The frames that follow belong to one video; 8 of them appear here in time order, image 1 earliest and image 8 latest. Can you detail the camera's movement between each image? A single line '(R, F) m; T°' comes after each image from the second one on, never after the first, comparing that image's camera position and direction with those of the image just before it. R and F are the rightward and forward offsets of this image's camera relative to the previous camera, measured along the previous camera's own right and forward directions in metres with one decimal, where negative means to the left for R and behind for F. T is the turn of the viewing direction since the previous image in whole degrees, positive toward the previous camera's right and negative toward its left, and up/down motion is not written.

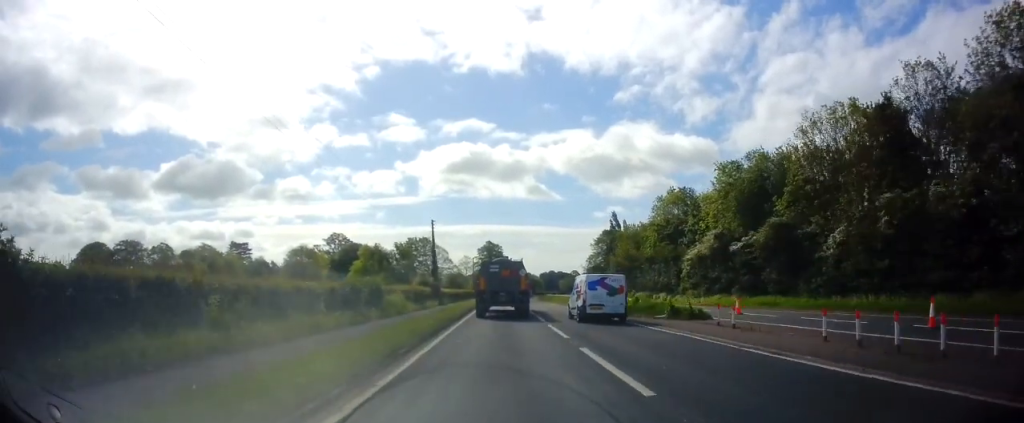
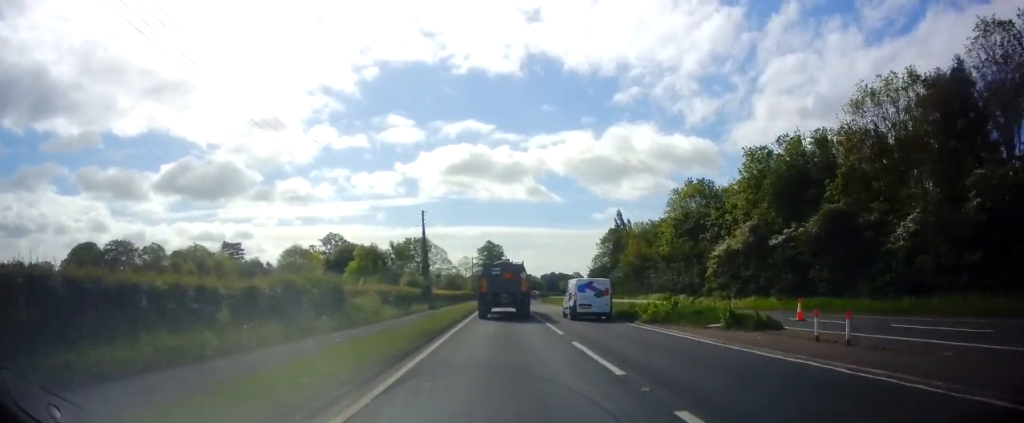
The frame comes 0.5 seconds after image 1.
(+0.1, +6.8) m; +1°
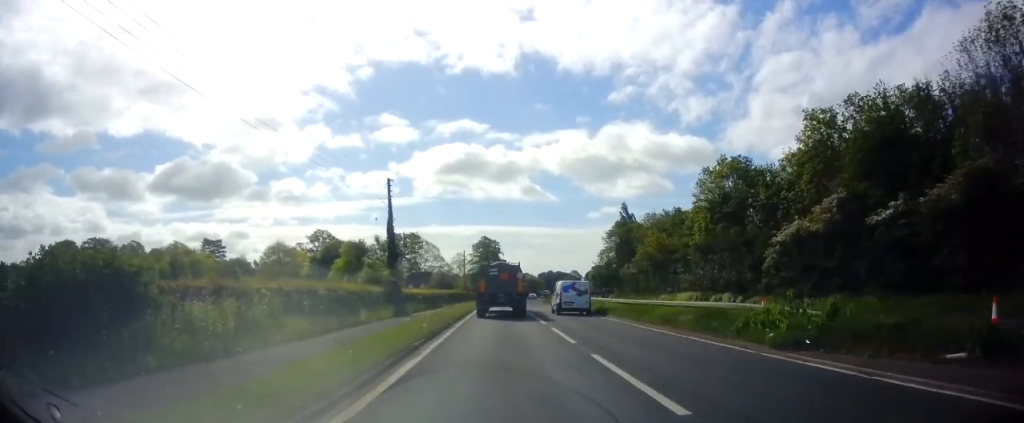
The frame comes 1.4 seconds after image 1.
(+0.1, +11.8) m; 0°
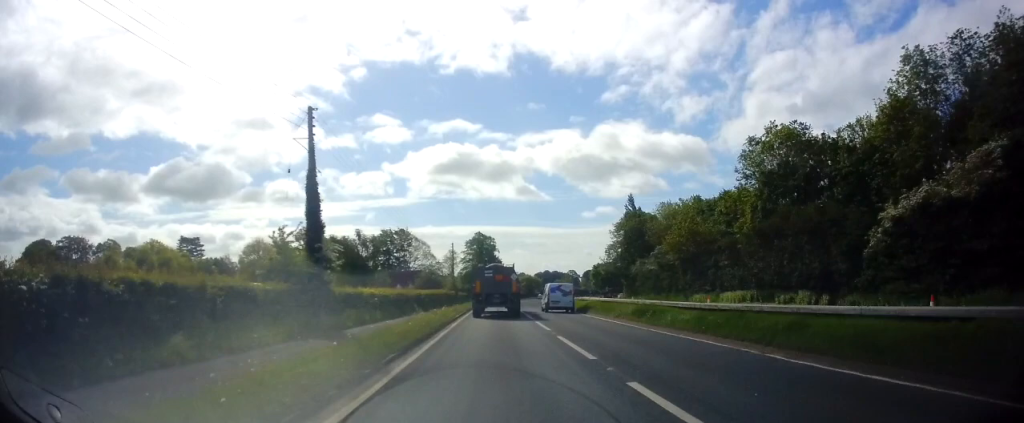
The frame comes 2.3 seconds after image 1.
(-0.1, +12.4) m; -1°
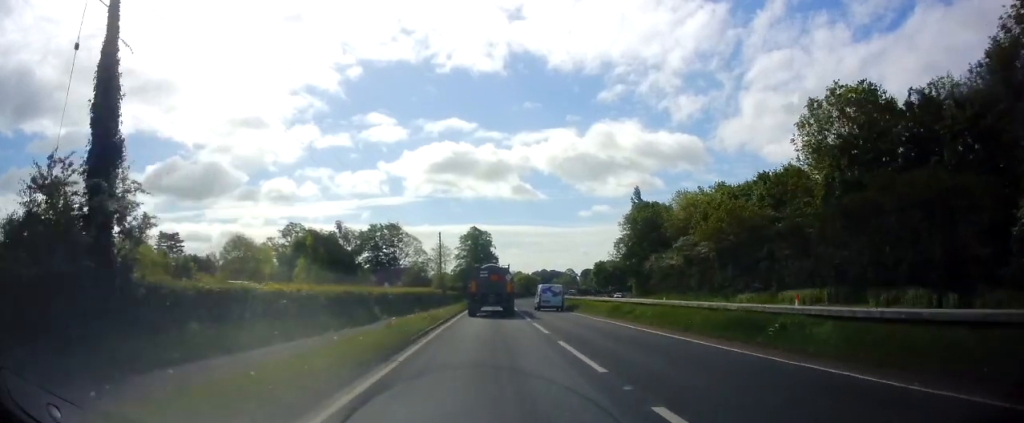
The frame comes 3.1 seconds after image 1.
(-0.4, +10.5) m; 0°
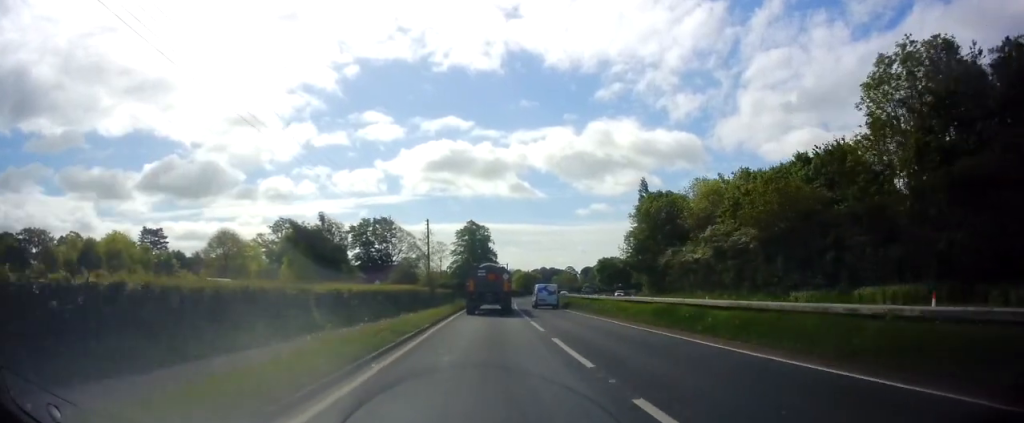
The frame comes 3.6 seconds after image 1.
(+0.3, +8.4) m; +1°
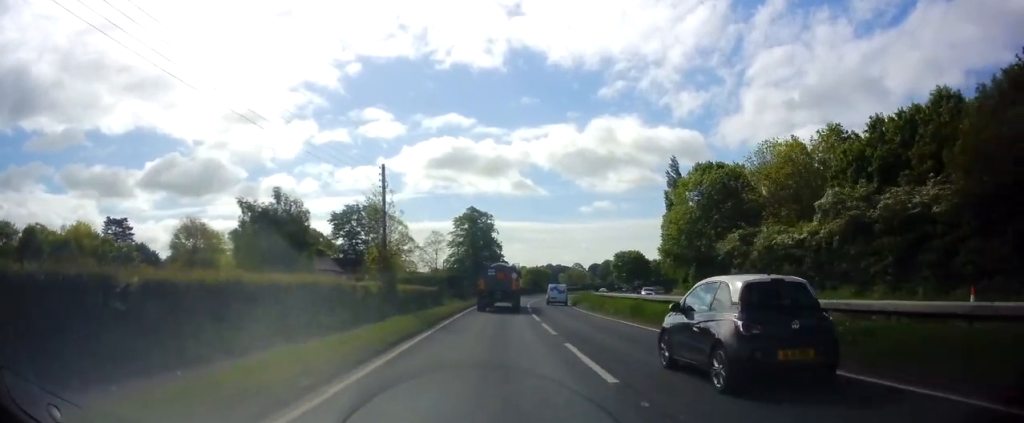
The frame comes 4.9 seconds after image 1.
(+0.4, +19.3) m; 0°
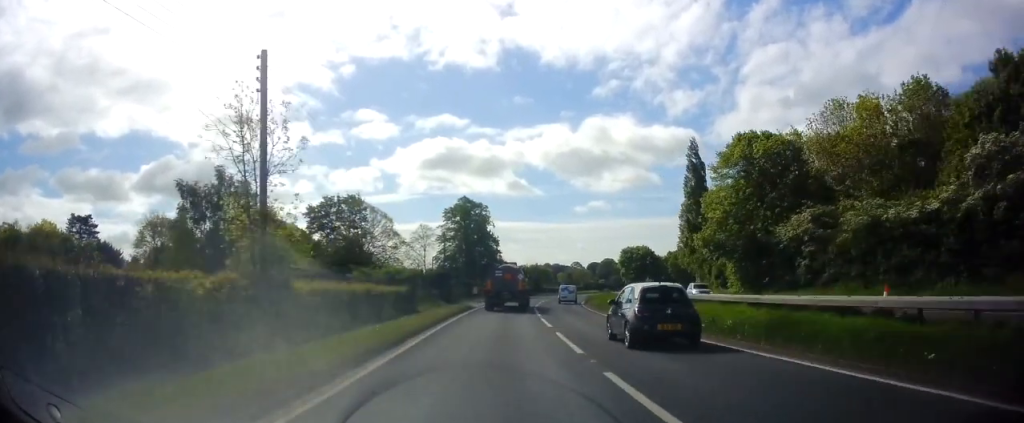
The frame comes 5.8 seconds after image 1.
(-0.2, +13.5) m; -1°
